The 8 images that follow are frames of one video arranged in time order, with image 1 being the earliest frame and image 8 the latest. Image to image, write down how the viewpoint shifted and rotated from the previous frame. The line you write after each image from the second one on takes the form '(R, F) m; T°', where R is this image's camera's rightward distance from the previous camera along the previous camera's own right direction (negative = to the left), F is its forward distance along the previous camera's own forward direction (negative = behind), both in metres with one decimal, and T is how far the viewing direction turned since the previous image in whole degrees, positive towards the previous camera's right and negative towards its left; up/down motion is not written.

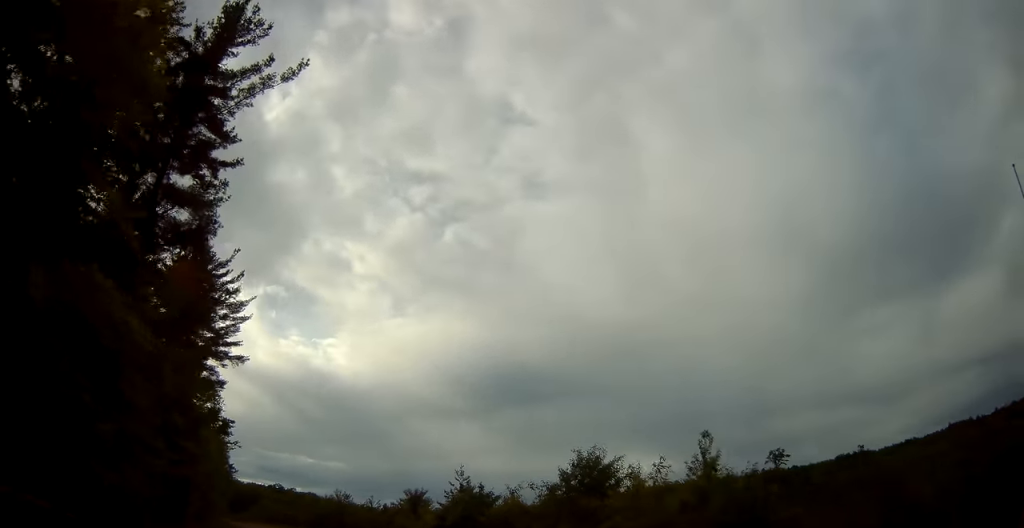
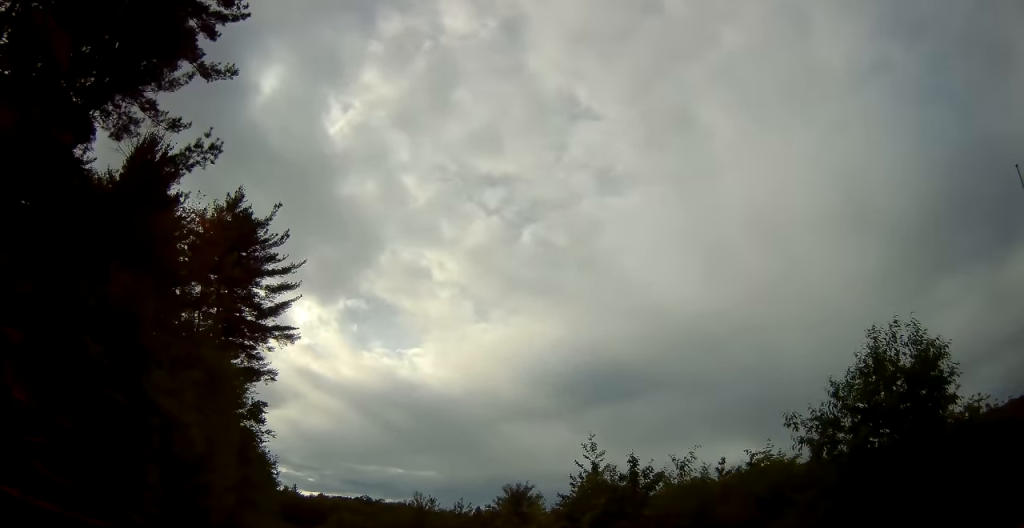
(-1.2, +10.6) m; -9°
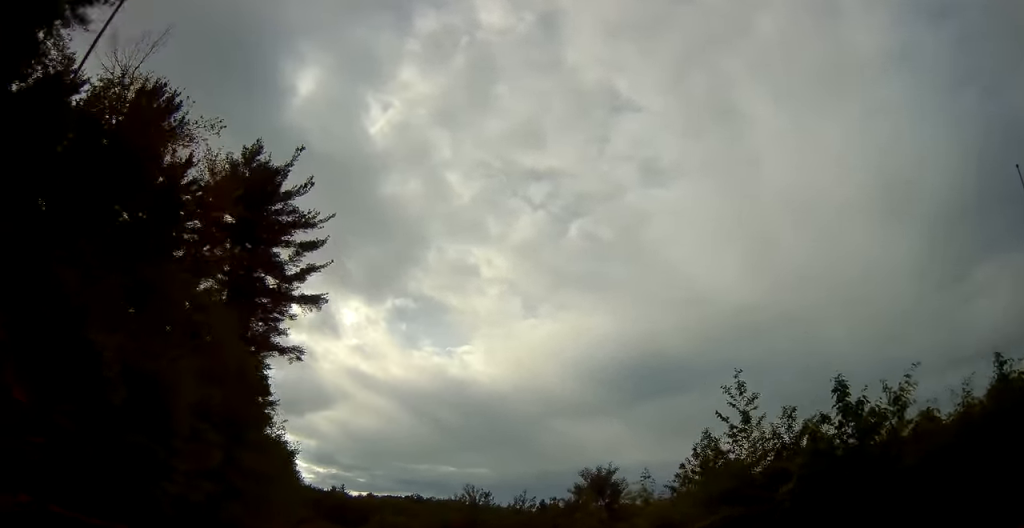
(-0.2, +7.3) m; -4°
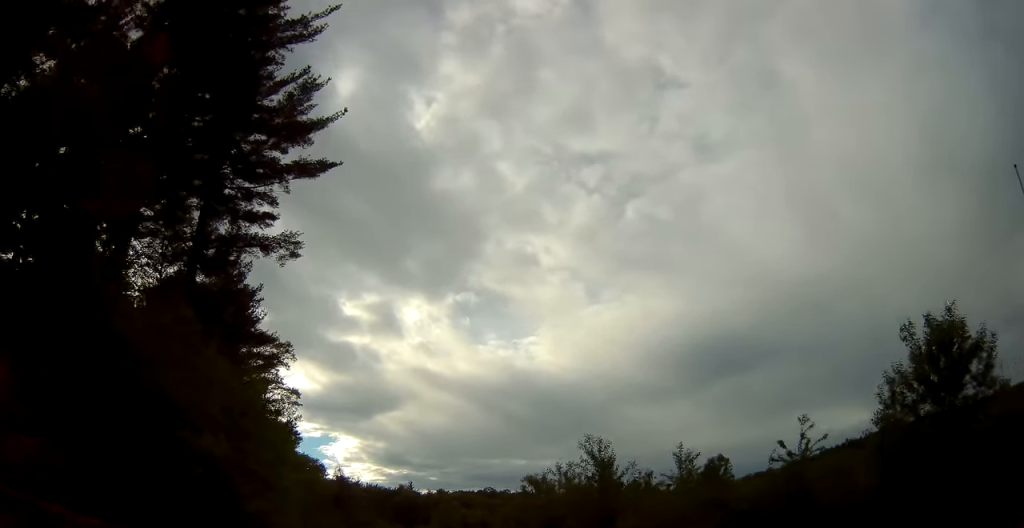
(-1.0, +17.3) m; -6°
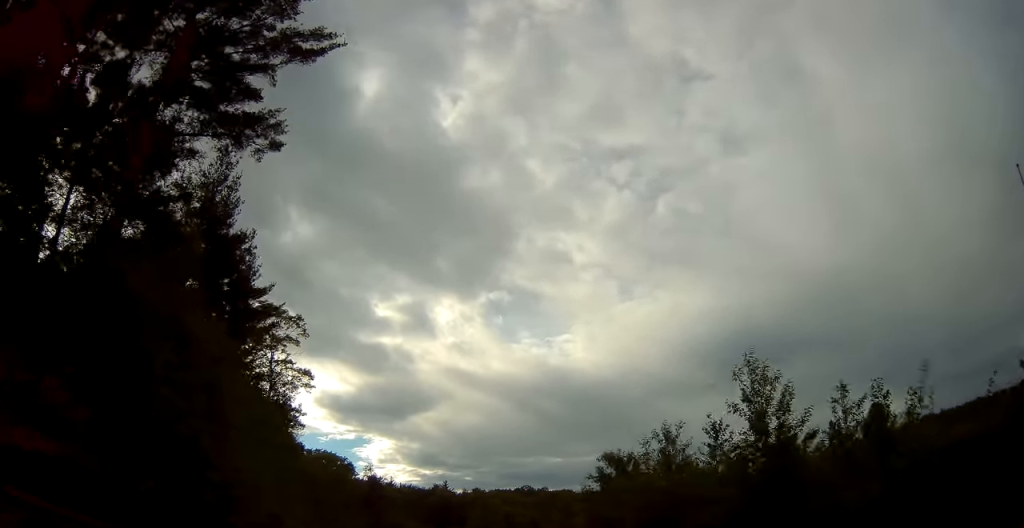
(-0.2, +8.6) m; -3°
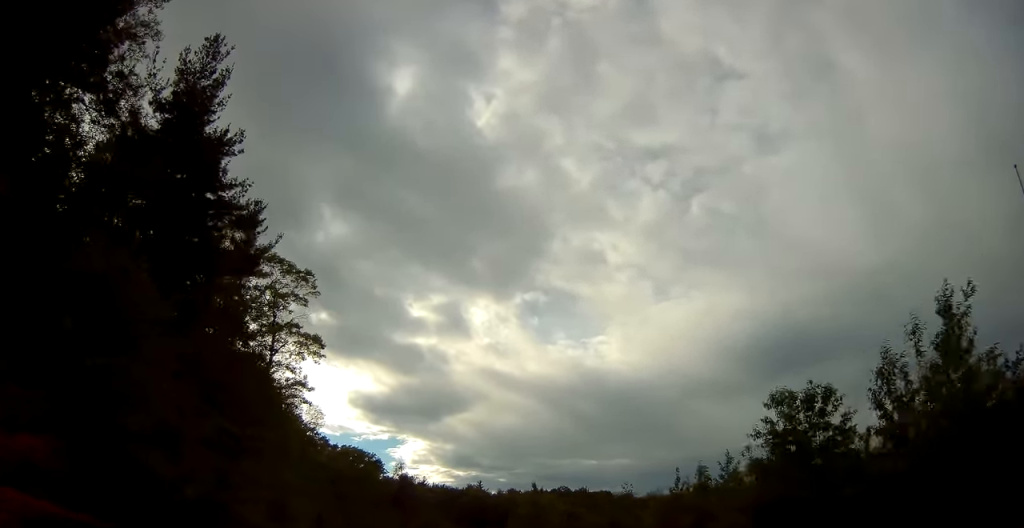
(-0.3, +9.4) m; -2°
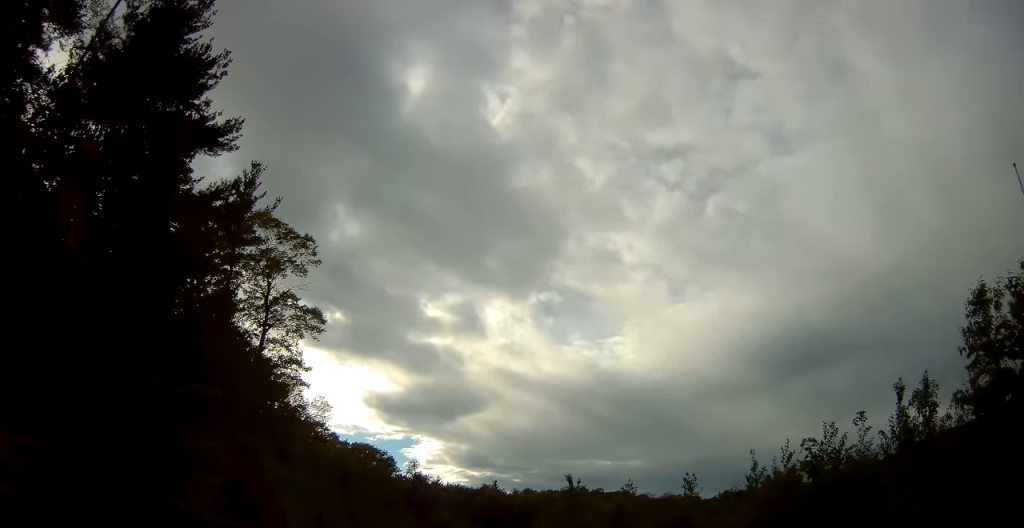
(0.0, +5.3) m; 0°
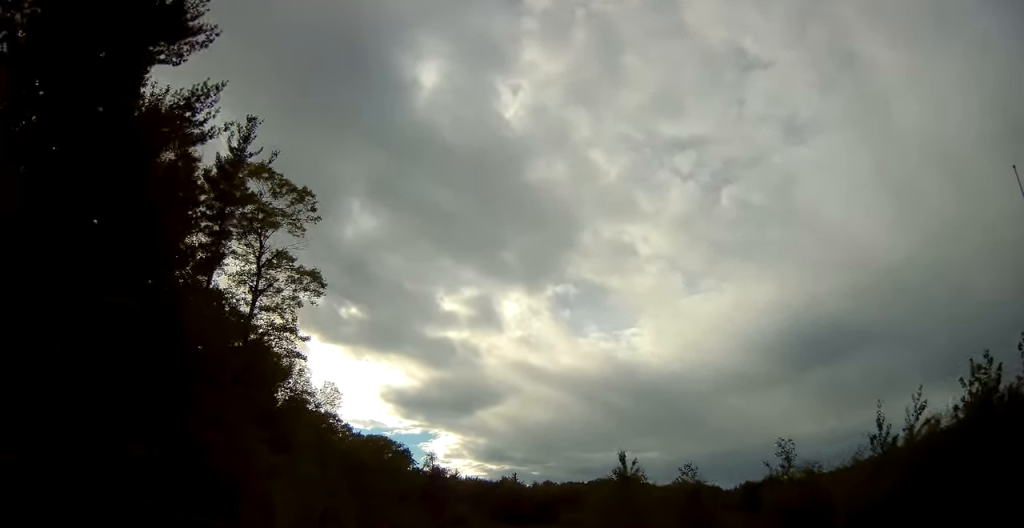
(0.0, +5.3) m; -1°
